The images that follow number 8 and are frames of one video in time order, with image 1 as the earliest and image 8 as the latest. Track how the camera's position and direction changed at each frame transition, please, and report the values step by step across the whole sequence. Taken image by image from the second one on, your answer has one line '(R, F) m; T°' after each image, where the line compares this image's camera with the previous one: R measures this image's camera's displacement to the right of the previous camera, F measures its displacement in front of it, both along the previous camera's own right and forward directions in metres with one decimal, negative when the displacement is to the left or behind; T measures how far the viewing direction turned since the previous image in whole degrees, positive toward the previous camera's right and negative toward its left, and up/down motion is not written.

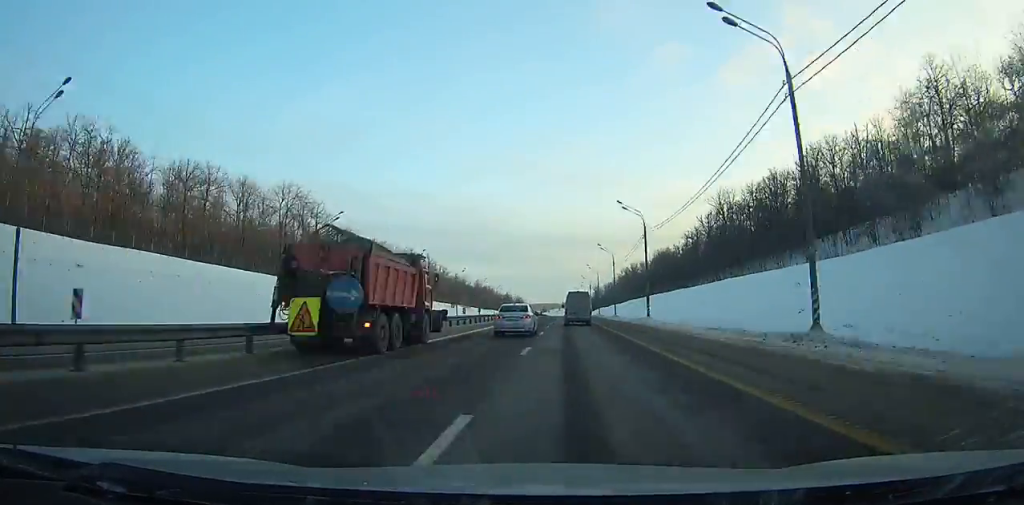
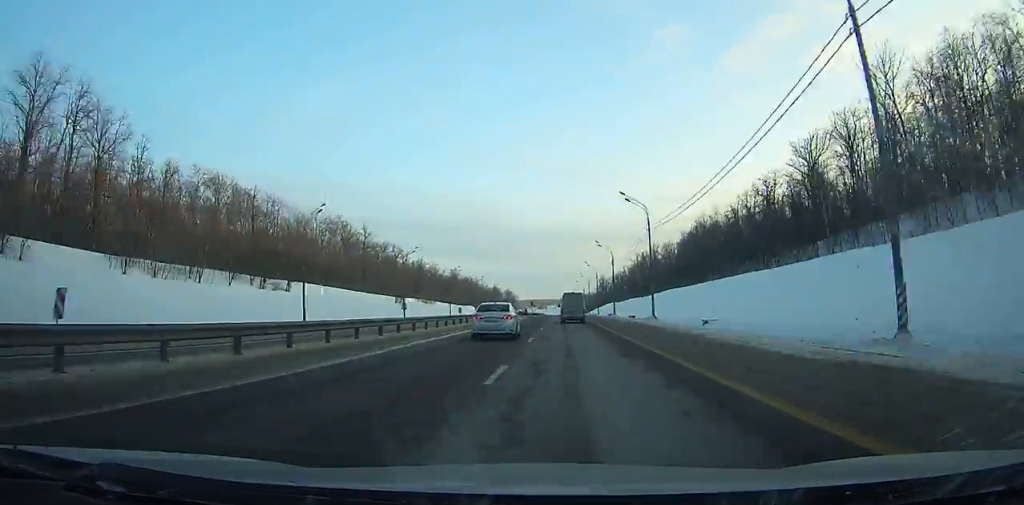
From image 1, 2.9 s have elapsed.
(0.0, +78.8) m; 0°
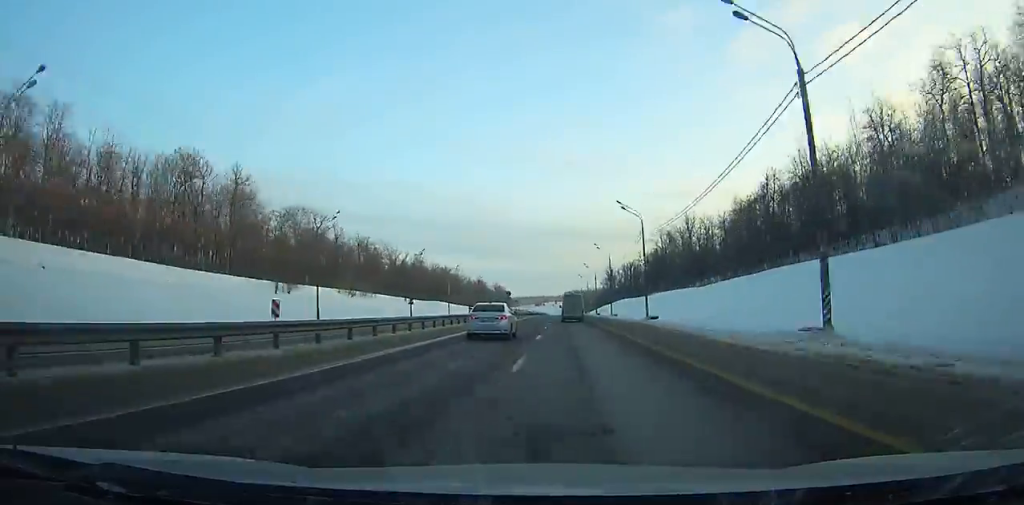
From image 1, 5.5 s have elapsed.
(-0.1, +70.6) m; 0°
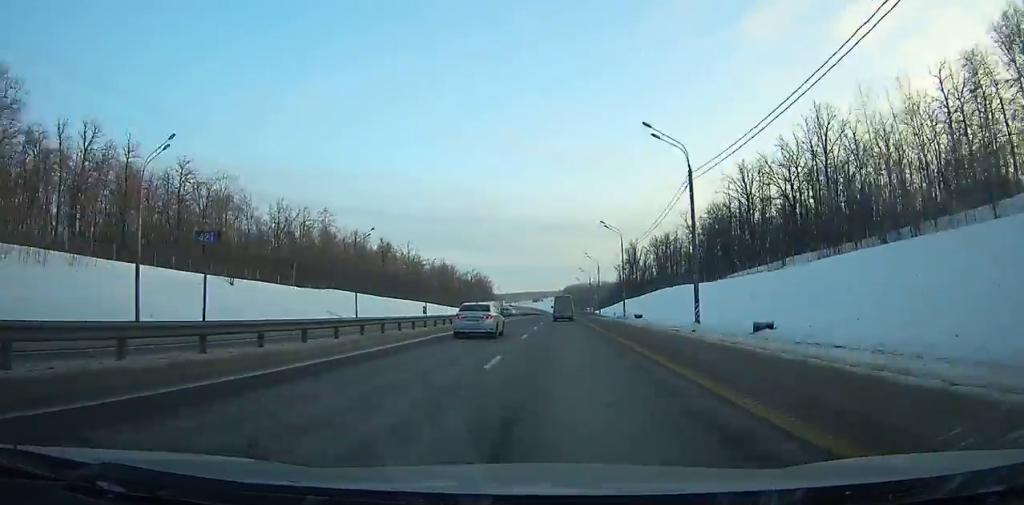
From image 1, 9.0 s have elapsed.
(-0.3, +95.9) m; 0°
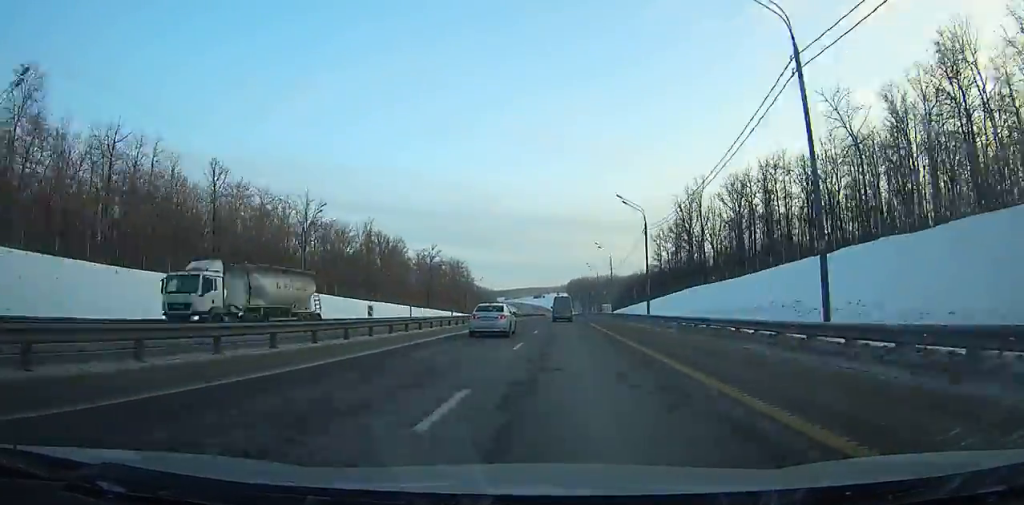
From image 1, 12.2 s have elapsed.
(-0.2, +89.6) m; 0°
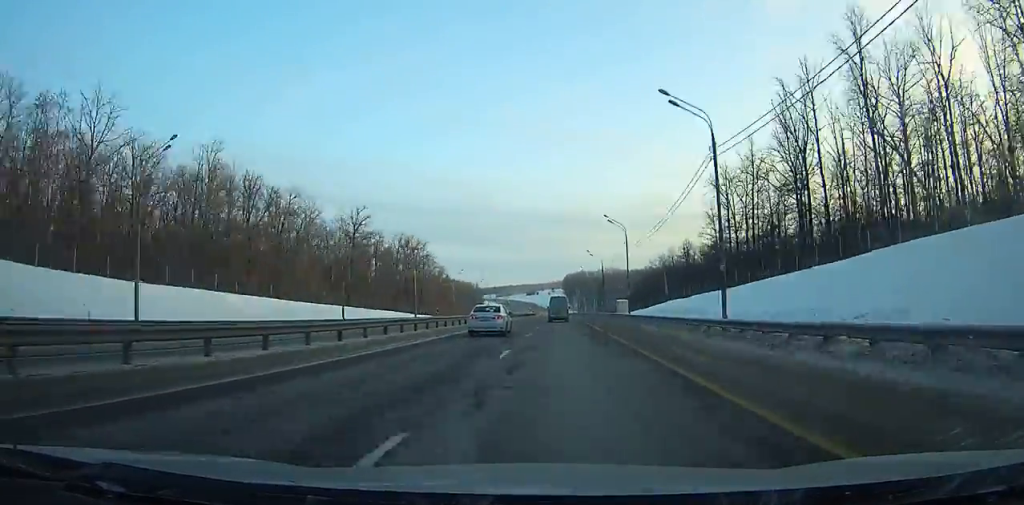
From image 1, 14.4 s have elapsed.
(+0.2, +62.9) m; 0°
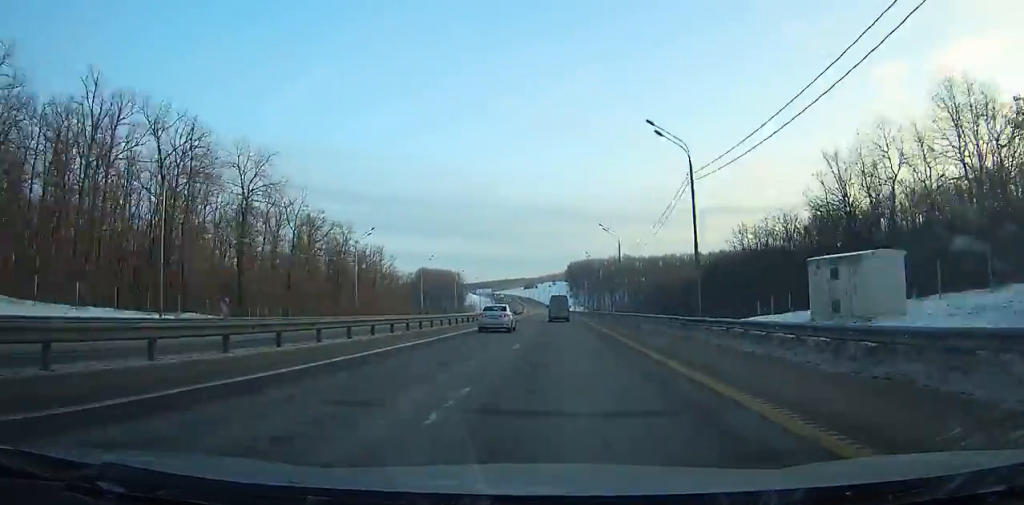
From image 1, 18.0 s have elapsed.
(-0.2, +104.8) m; 0°
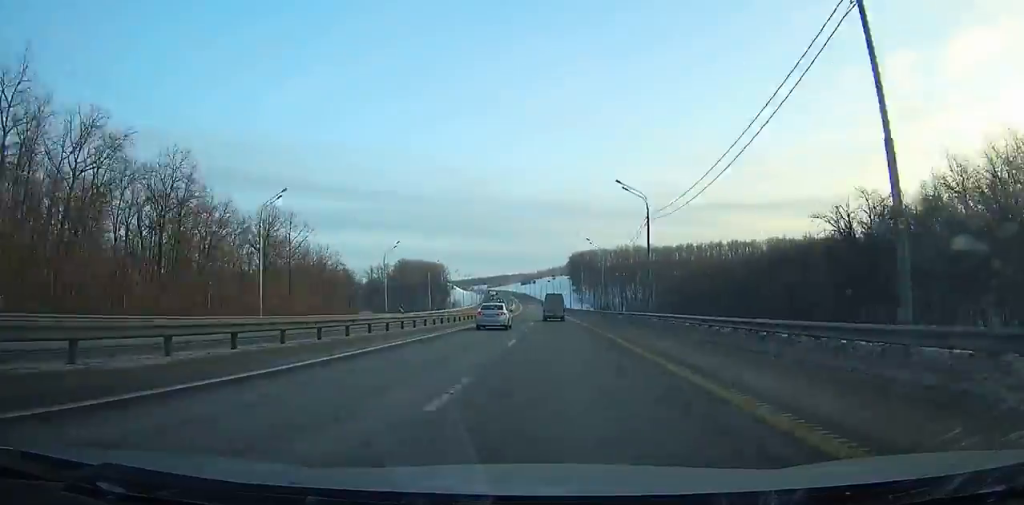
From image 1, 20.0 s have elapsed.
(-0.2, +59.7) m; -1°
